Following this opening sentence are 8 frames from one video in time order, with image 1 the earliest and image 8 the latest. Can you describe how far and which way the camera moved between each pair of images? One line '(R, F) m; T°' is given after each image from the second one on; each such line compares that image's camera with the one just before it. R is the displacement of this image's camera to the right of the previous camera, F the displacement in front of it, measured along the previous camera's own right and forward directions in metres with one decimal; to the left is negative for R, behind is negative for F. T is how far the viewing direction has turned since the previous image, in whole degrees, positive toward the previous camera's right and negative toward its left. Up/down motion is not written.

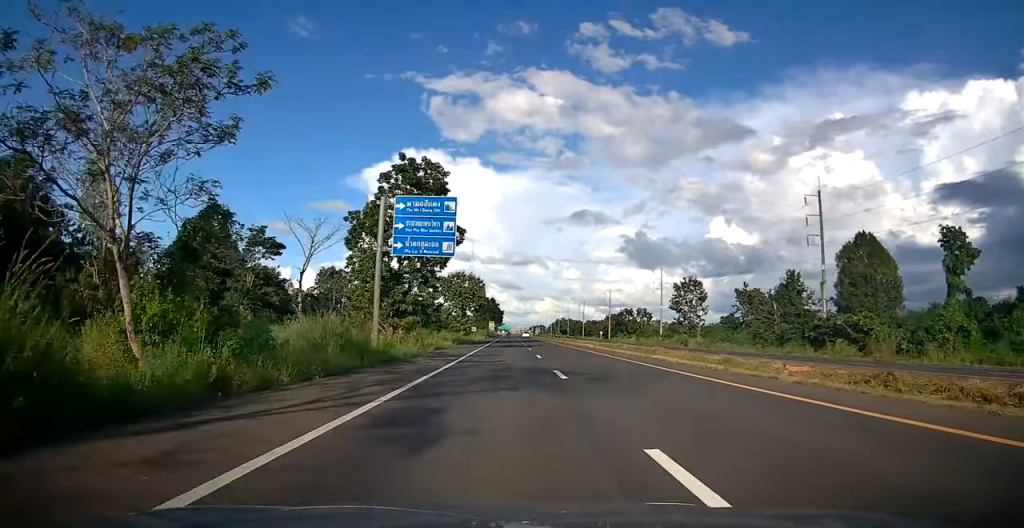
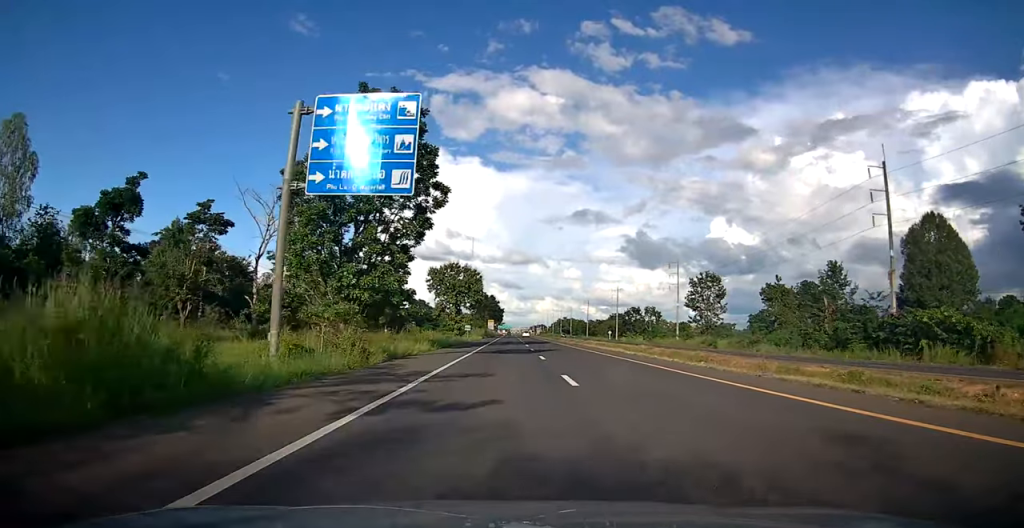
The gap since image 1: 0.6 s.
(-0.3, +13.9) m; 0°
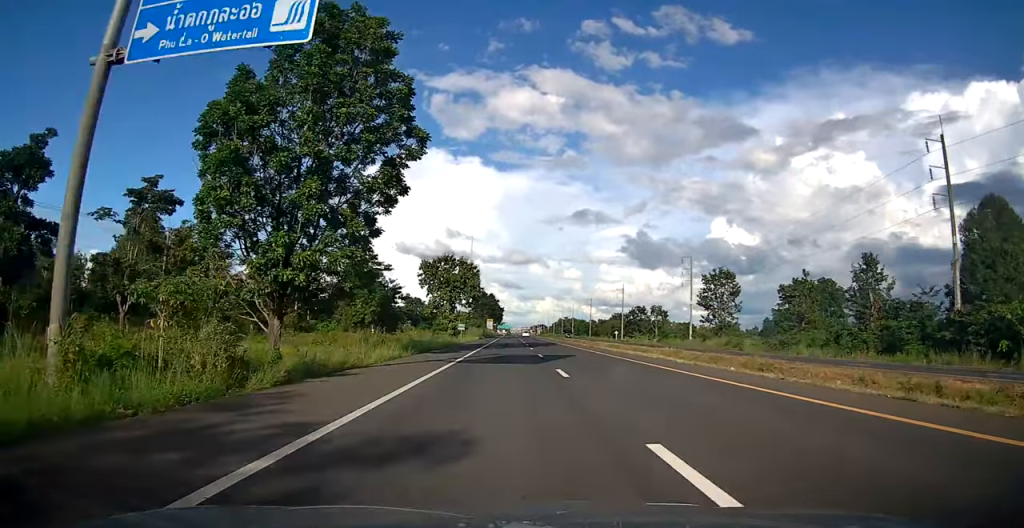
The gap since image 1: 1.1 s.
(-0.1, +9.6) m; 0°
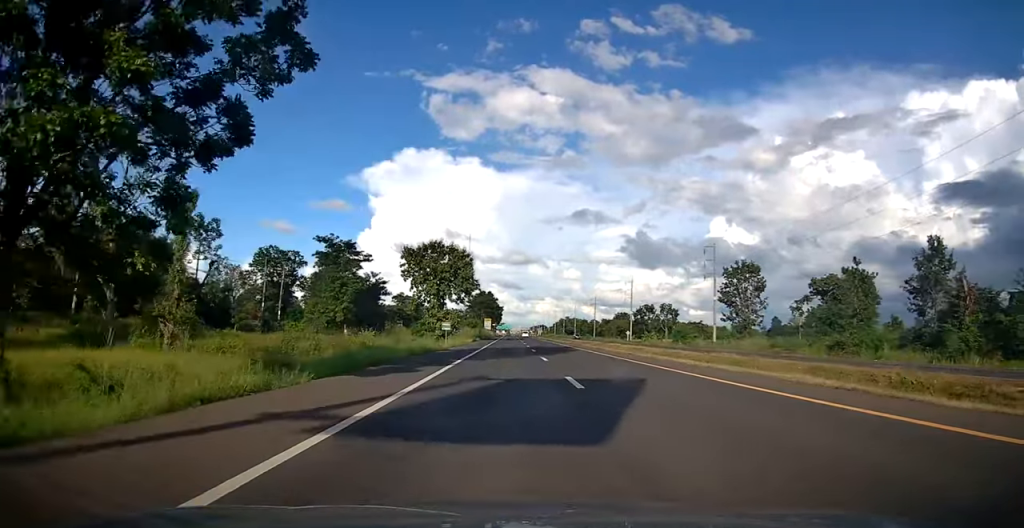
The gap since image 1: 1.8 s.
(+0.4, +14.7) m; +1°
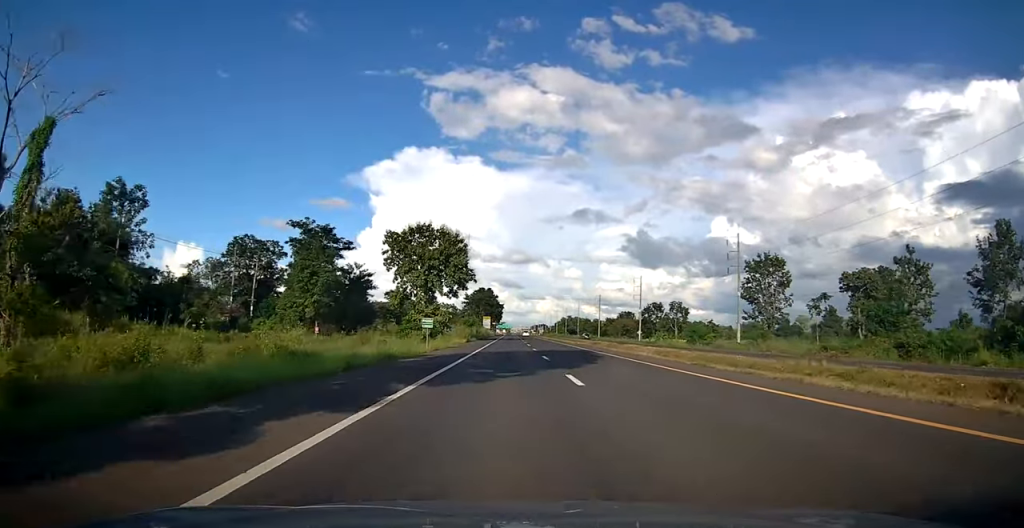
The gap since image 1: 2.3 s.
(0.0, +11.5) m; 0°
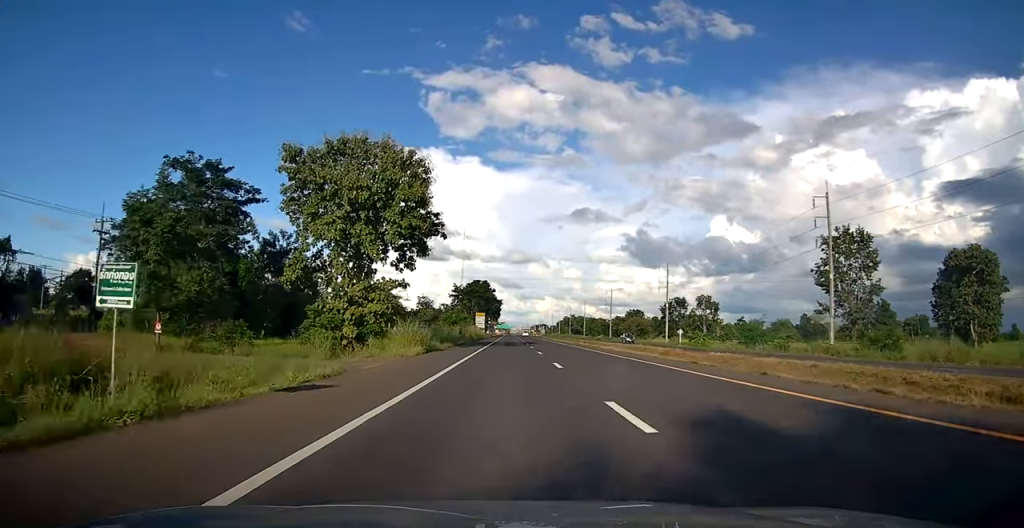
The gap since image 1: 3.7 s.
(-0.2, +30.0) m; -1°
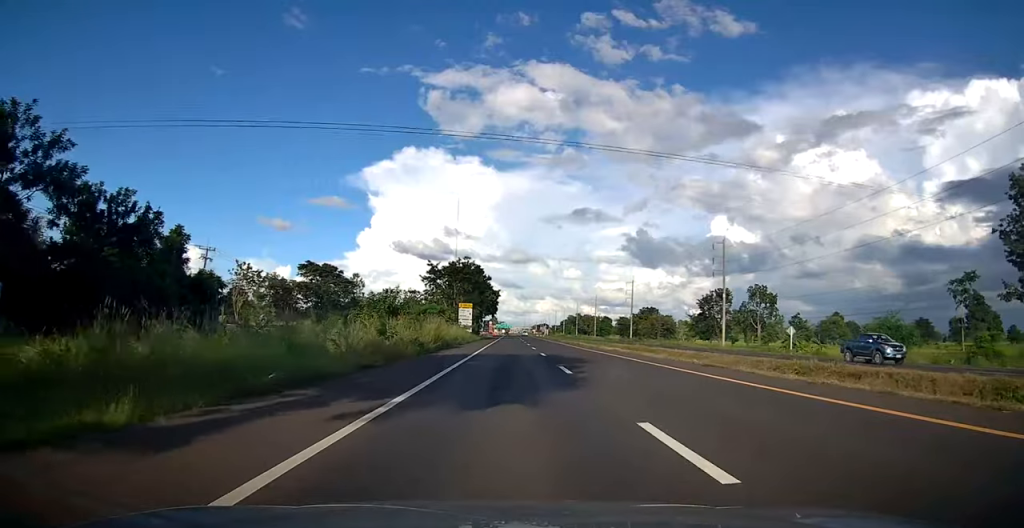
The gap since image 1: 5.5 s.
(-0.5, +38.1) m; 0°
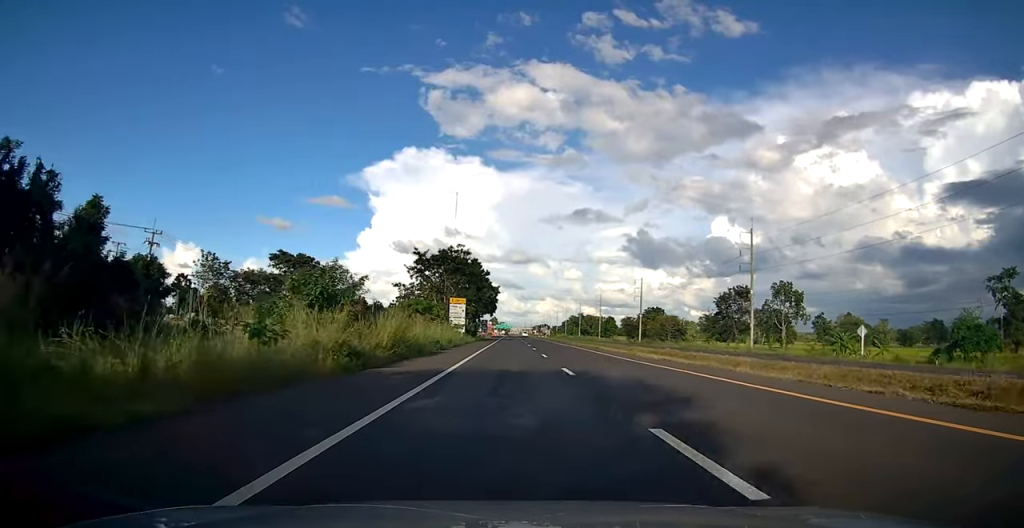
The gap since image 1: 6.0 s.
(+0.1, +12.4) m; +1°
